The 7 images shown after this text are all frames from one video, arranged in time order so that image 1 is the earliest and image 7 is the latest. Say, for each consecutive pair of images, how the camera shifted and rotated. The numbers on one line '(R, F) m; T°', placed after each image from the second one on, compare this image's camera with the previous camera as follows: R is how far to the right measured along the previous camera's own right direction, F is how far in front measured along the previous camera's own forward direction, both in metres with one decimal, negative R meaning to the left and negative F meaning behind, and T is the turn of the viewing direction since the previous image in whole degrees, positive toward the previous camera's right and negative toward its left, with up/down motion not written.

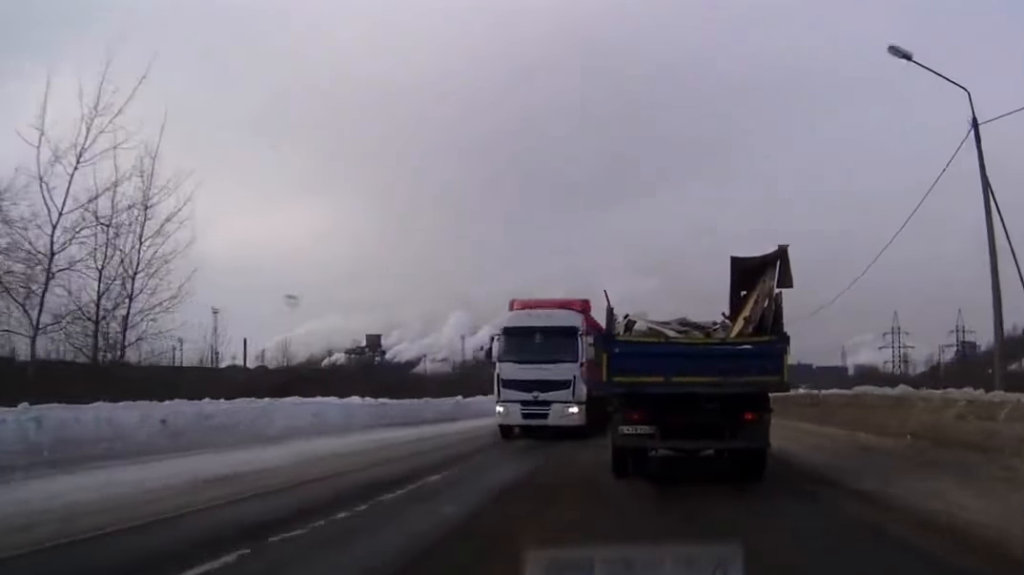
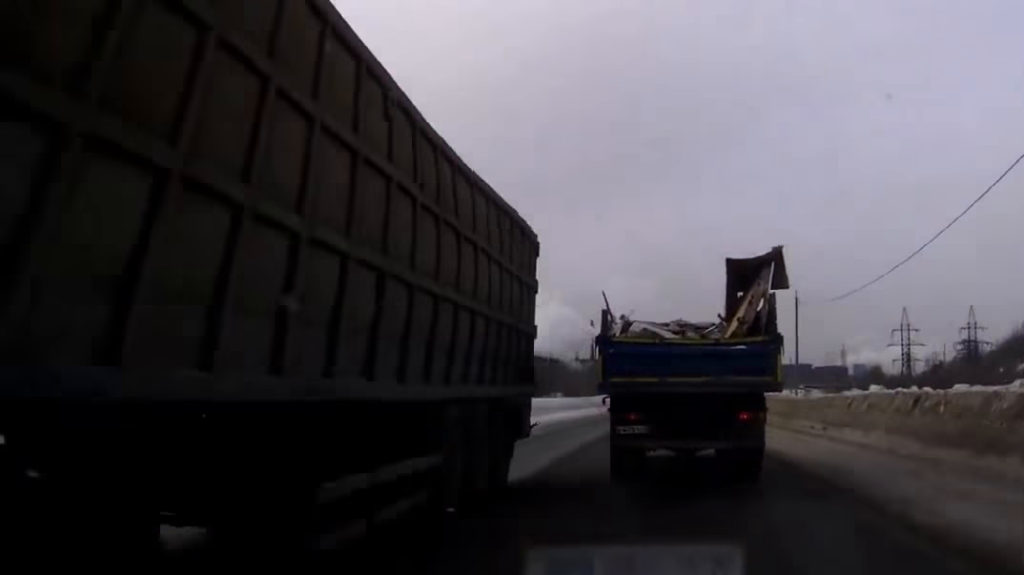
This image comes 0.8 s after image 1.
(+0.1, +11.5) m; +1°
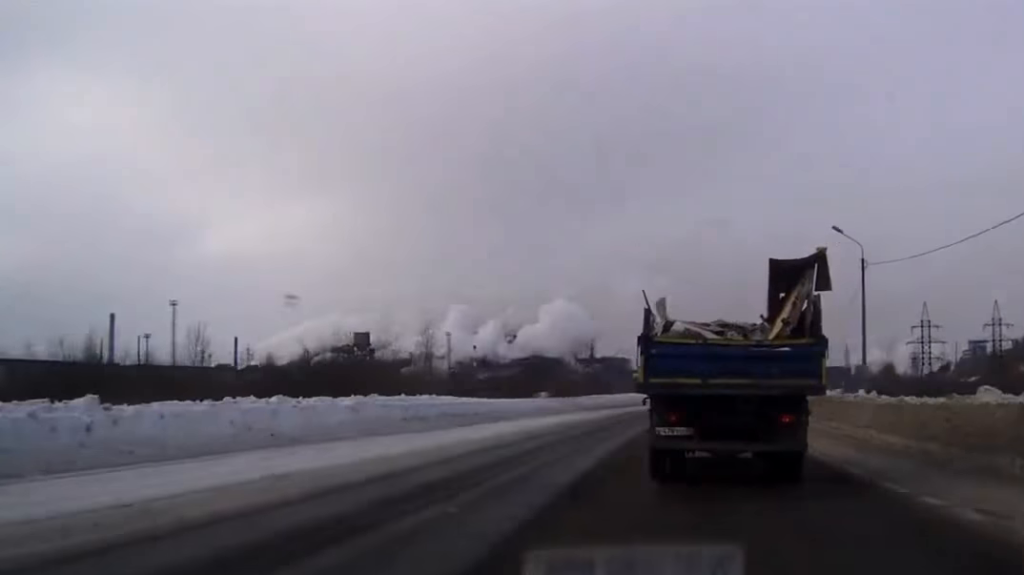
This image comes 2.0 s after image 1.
(+0.2, +16.7) m; +1°
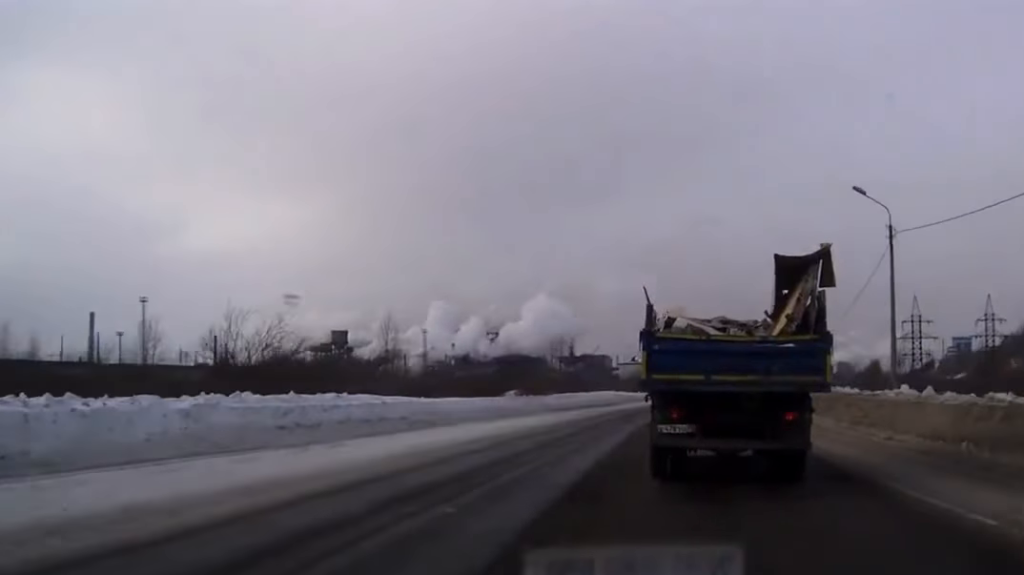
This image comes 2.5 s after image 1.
(0.0, +7.6) m; +1°
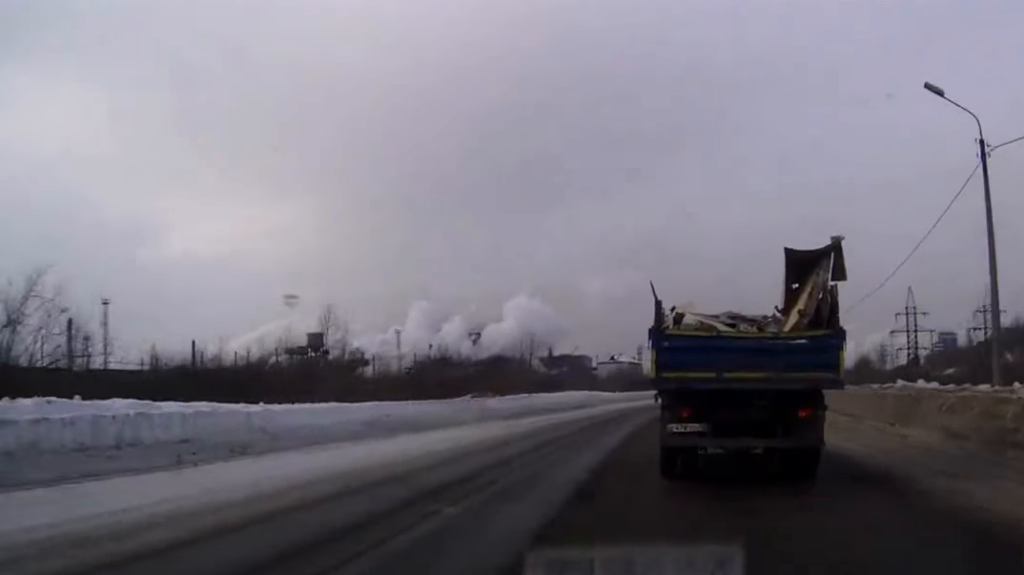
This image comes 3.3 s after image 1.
(+0.1, +11.7) m; +1°
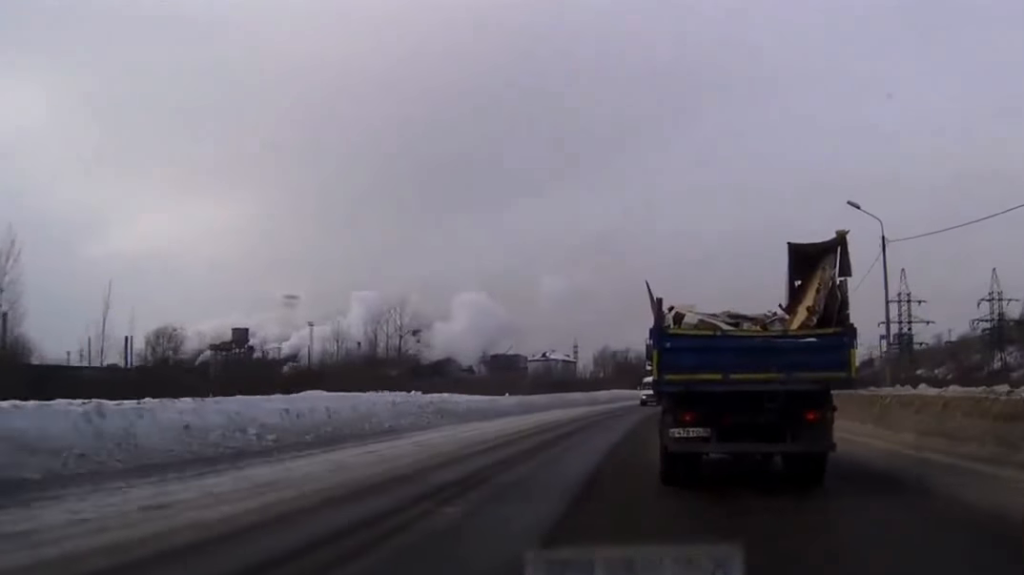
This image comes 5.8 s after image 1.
(+1.3, +37.2) m; +4°
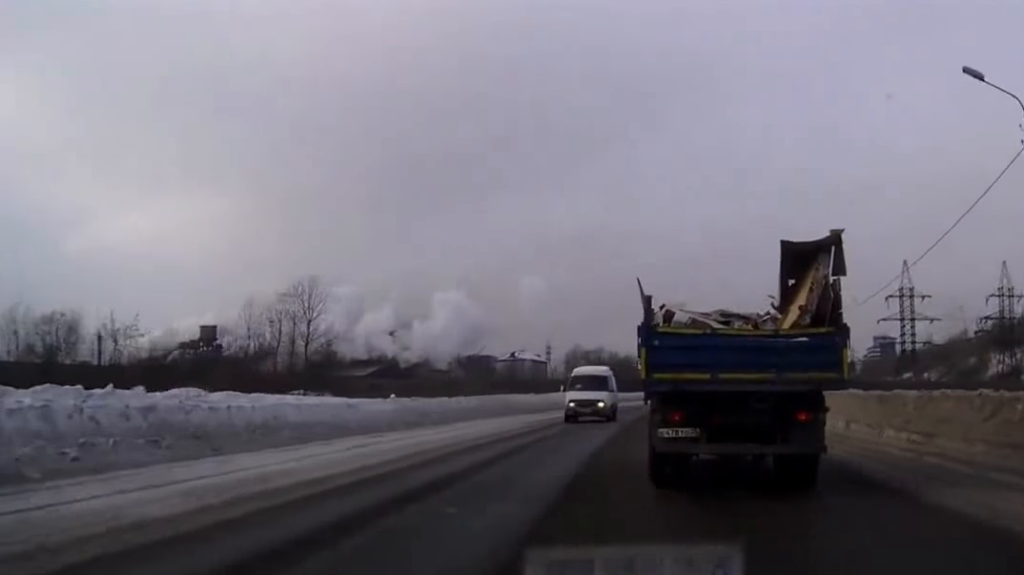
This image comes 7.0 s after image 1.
(+0.2, +16.8) m; +1°
